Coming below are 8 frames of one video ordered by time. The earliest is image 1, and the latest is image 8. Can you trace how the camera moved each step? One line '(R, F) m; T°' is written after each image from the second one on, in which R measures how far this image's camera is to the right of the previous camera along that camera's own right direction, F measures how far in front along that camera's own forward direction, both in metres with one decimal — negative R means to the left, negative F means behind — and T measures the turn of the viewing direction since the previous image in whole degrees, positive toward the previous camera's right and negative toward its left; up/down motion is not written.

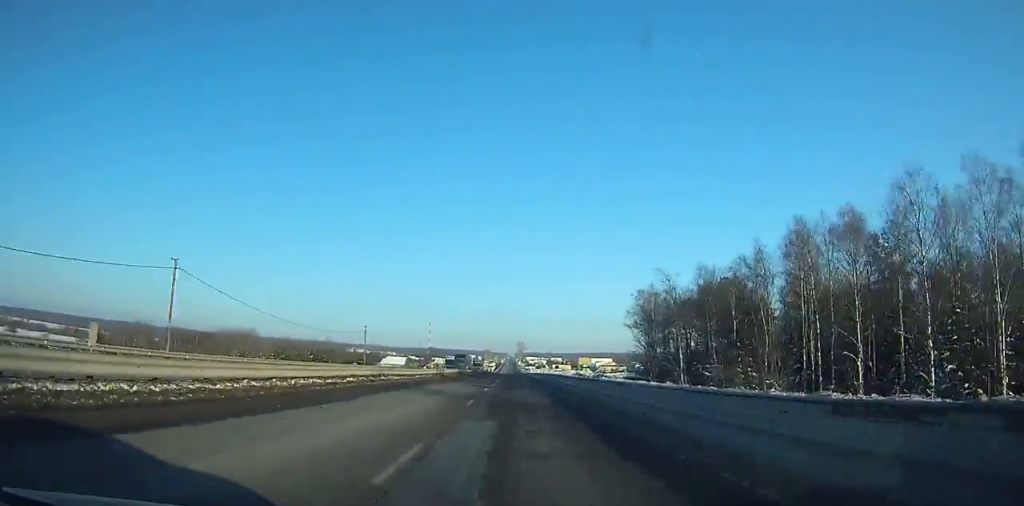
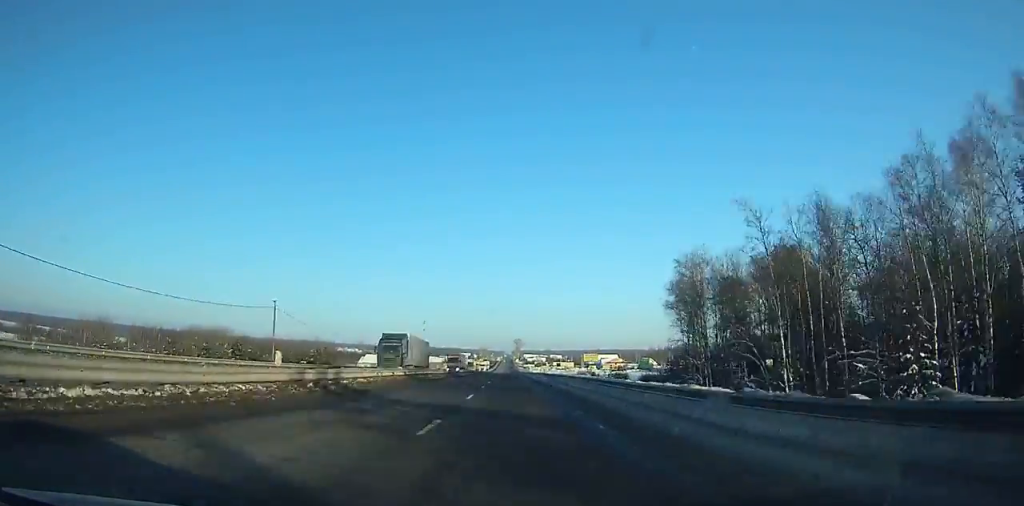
(+0.1, +33.4) m; 0°
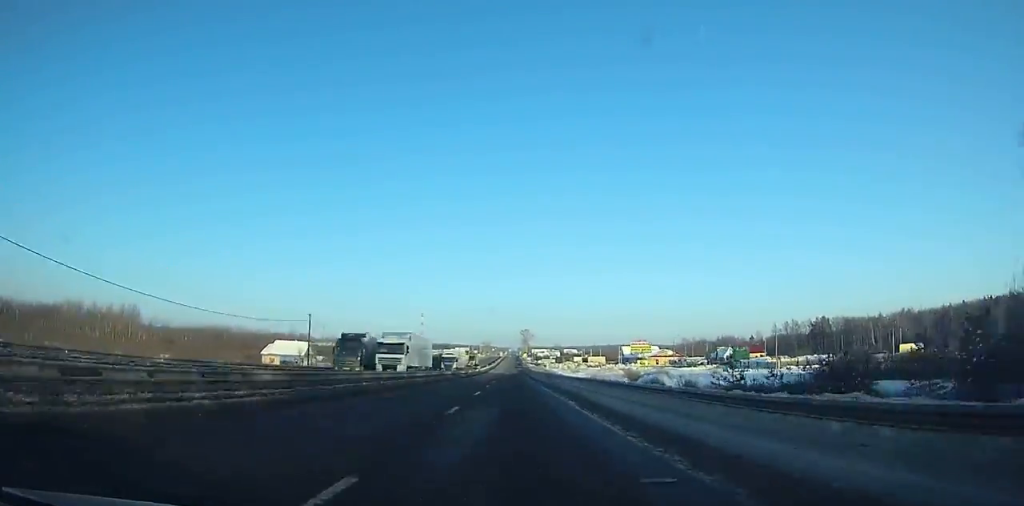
(-0.5, +99.8) m; 0°
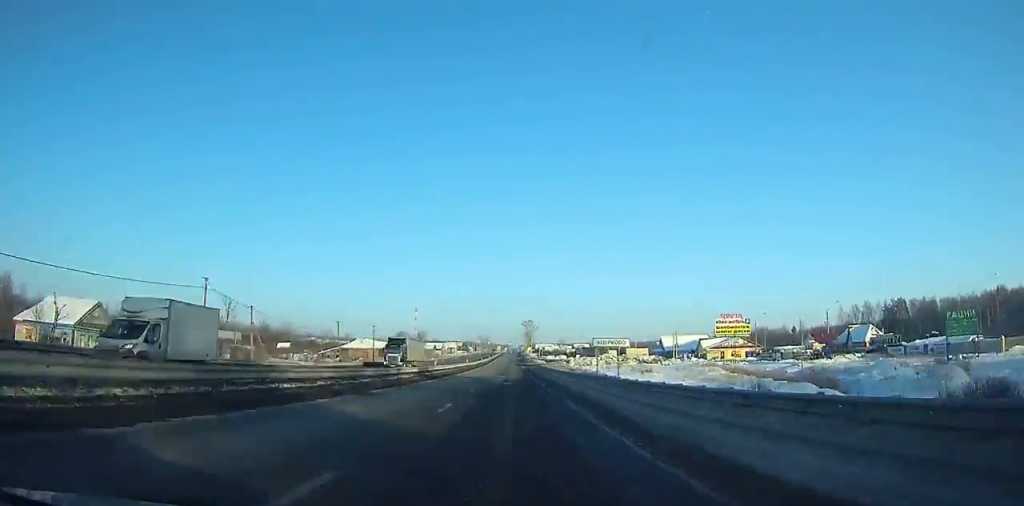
(+0.1, +77.8) m; 0°
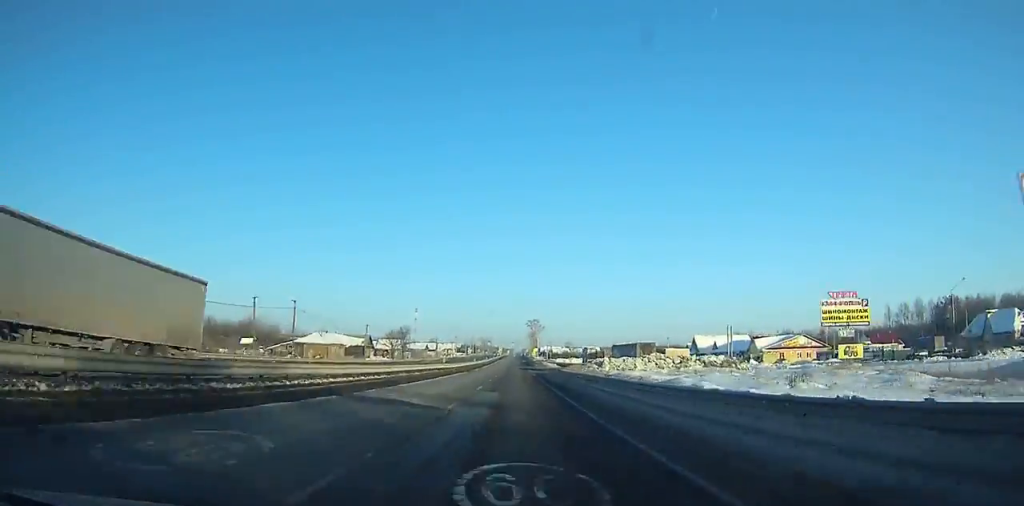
(0.0, +36.9) m; 0°
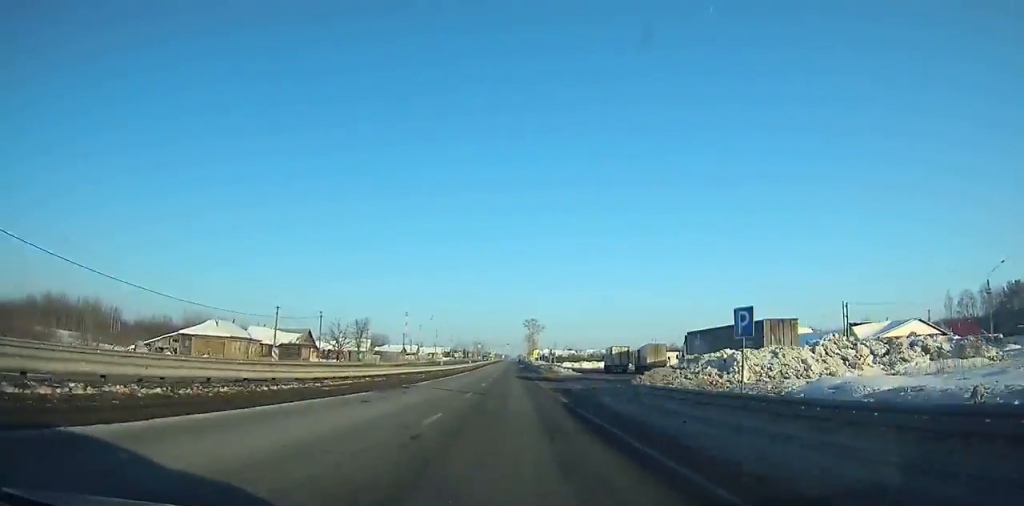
(+0.1, +42.3) m; 0°
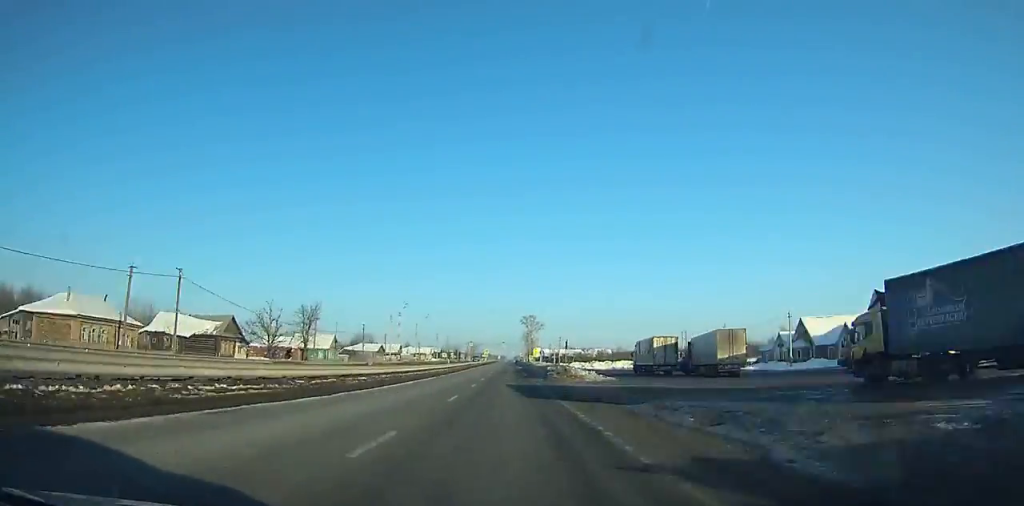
(+0.1, +30.3) m; 0°
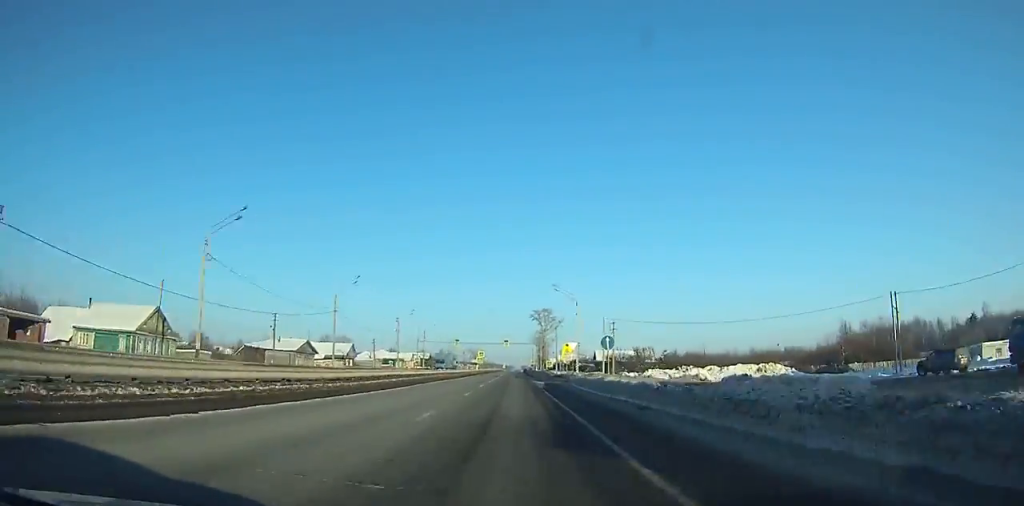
(-0.4, +66.8) m; 0°
